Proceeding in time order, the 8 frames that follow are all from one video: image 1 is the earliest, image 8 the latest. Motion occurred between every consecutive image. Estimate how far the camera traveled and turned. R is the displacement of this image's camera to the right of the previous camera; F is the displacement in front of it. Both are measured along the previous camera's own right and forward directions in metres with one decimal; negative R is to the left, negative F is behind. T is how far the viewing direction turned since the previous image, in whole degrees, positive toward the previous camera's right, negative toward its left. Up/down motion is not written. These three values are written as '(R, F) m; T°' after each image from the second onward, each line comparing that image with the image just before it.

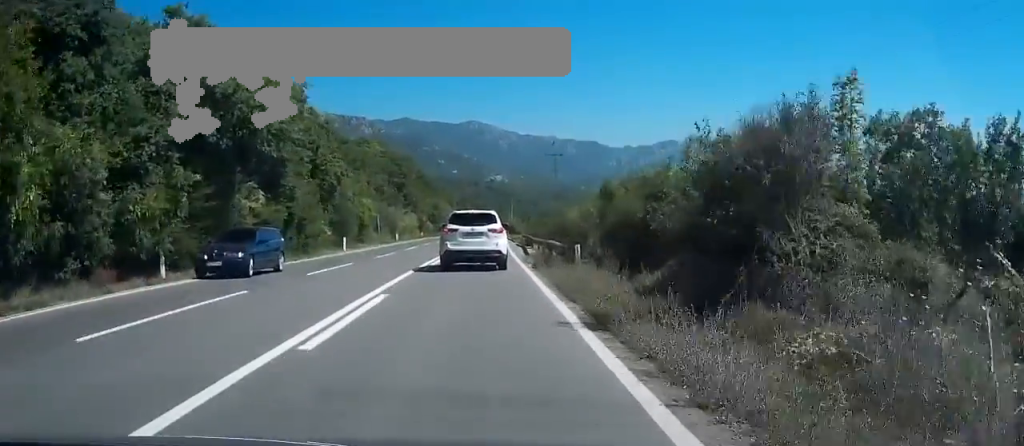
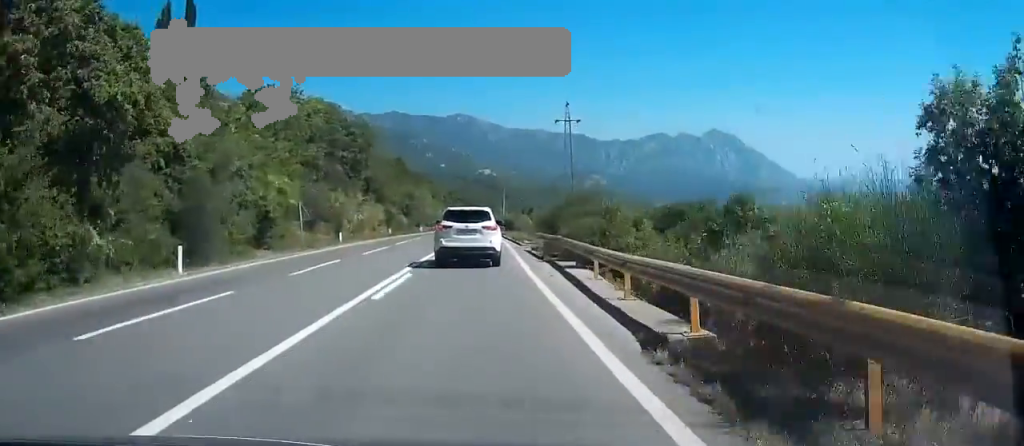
(+0.2, +25.0) m; +1°
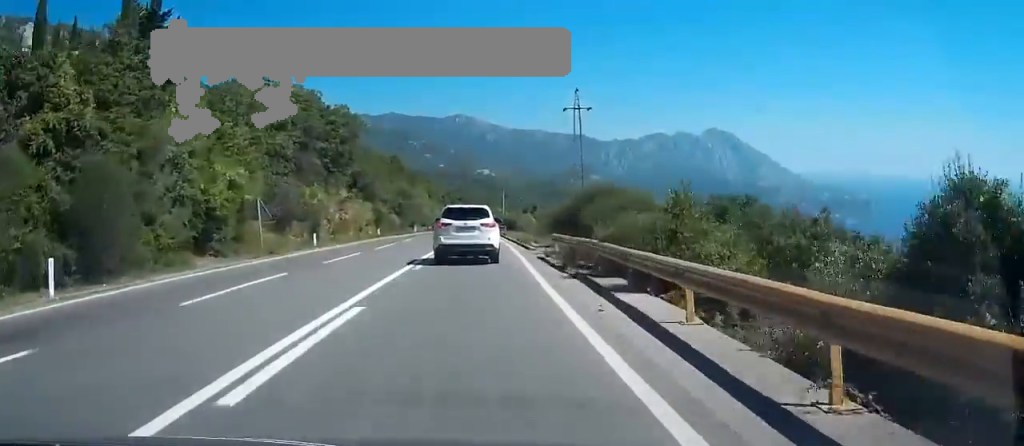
(0.0, +7.5) m; 0°
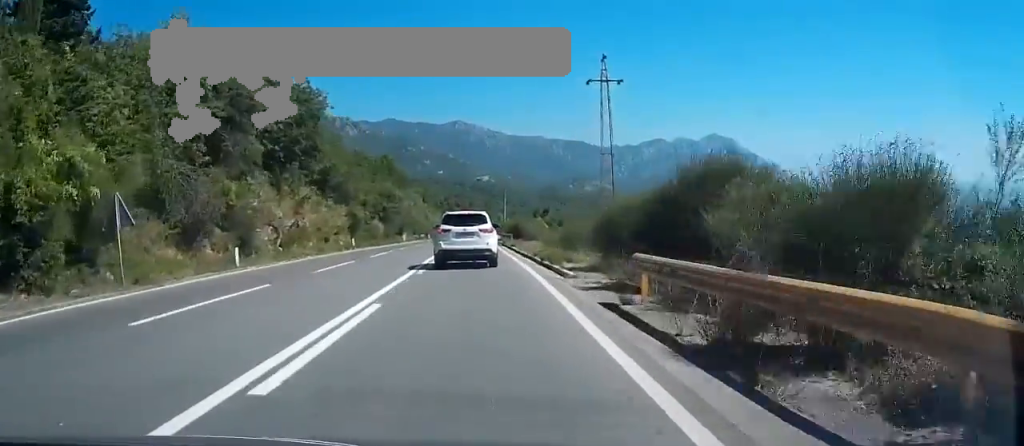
(0.0, +13.9) m; 0°
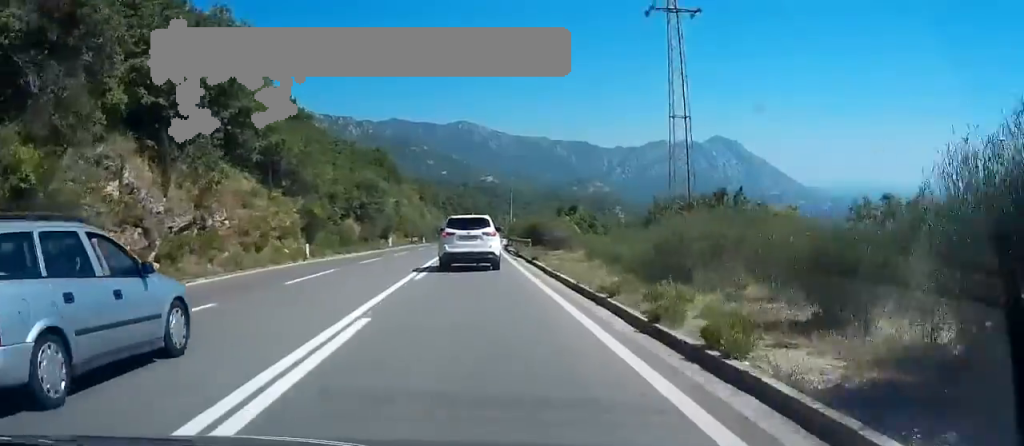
(0.0, +16.3) m; 0°
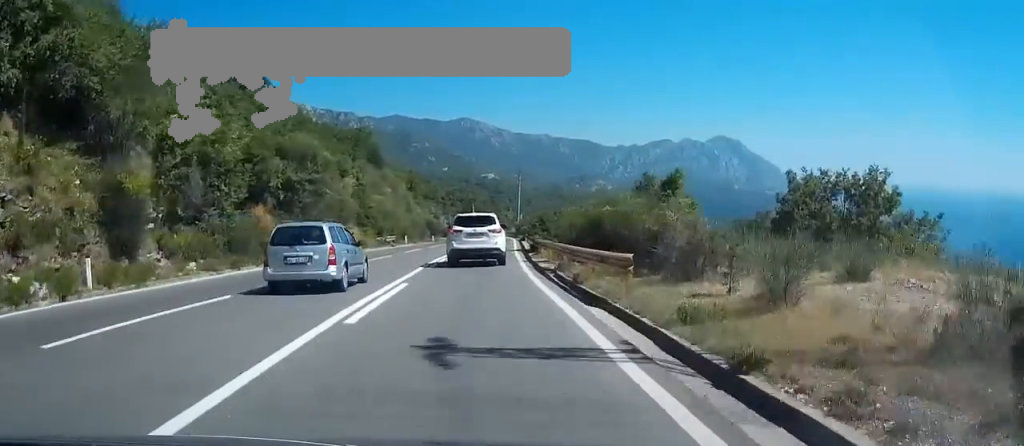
(-0.1, +24.1) m; 0°
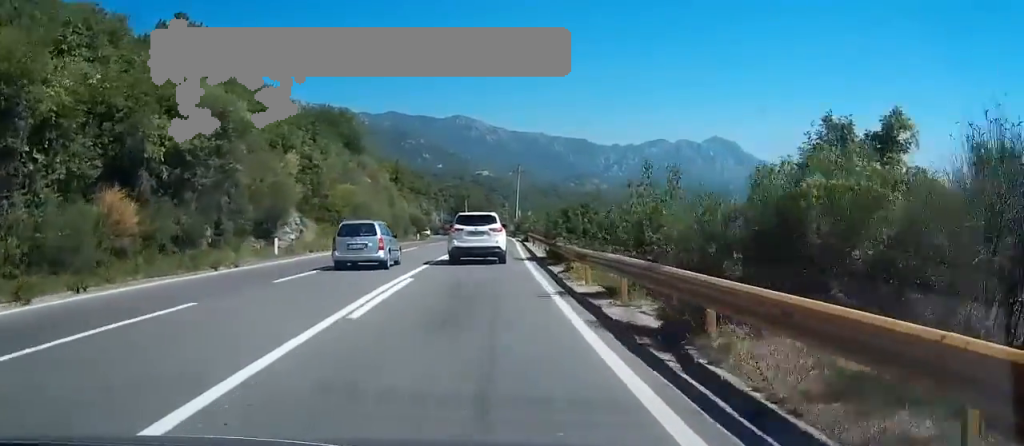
(0.0, +13.6) m; +1°
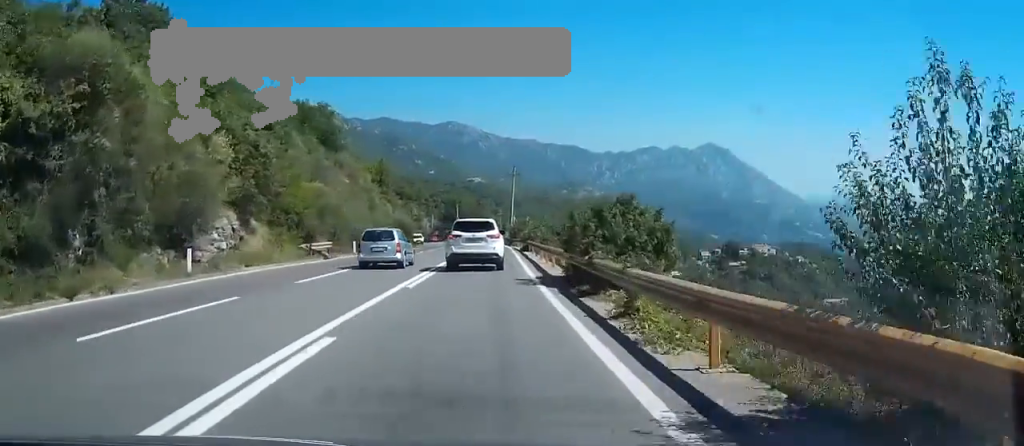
(+0.1, +8.9) m; 0°
